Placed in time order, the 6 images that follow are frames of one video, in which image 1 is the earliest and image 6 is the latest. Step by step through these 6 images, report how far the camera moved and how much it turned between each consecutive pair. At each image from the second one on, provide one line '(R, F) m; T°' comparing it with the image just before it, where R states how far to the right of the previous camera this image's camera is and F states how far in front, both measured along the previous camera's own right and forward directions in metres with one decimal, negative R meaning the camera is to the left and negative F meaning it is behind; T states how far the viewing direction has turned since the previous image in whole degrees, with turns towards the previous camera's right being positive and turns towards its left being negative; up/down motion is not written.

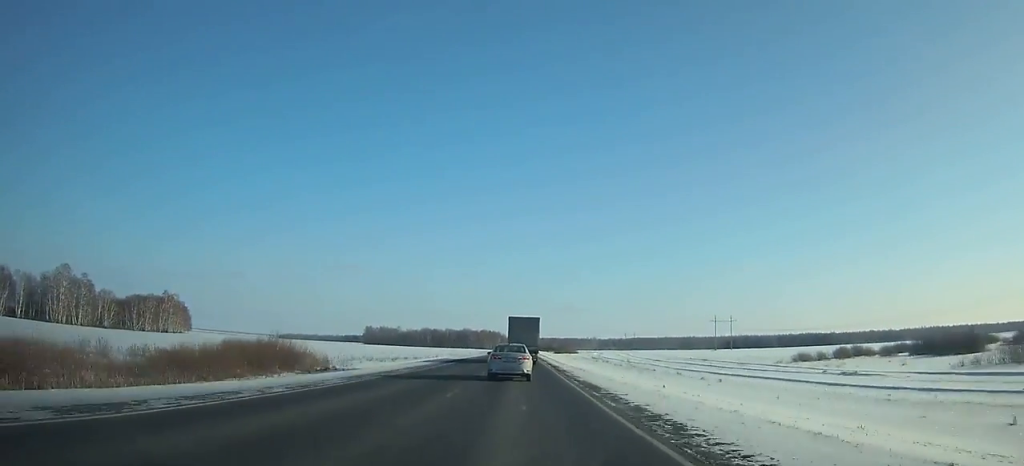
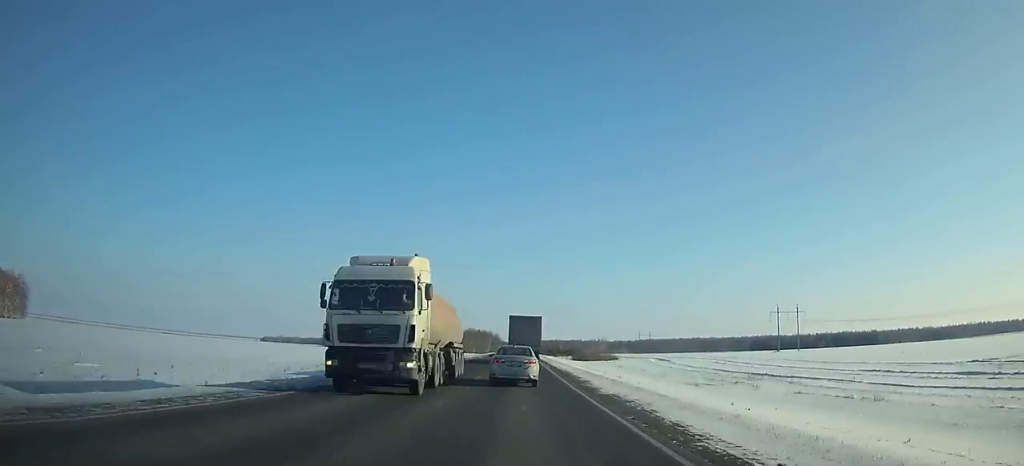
(+0.2, +121.3) m; 0°
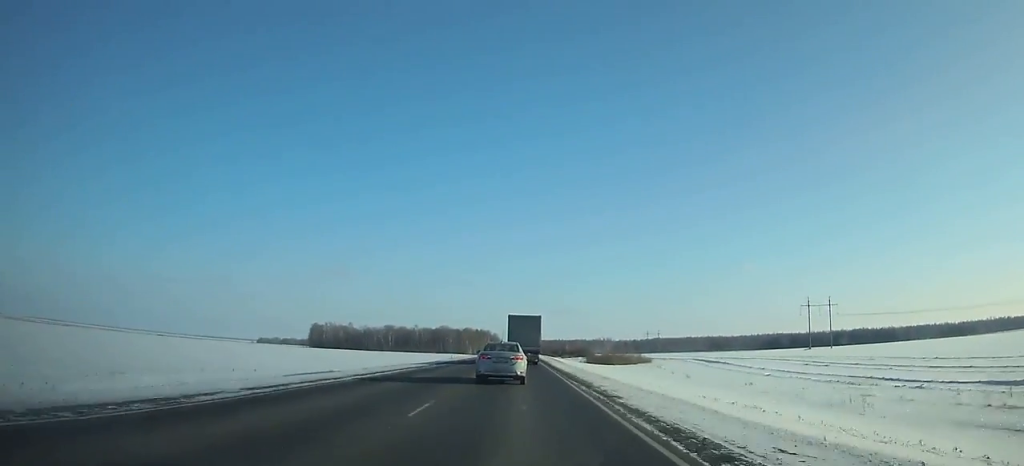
(0.0, +37.1) m; 0°
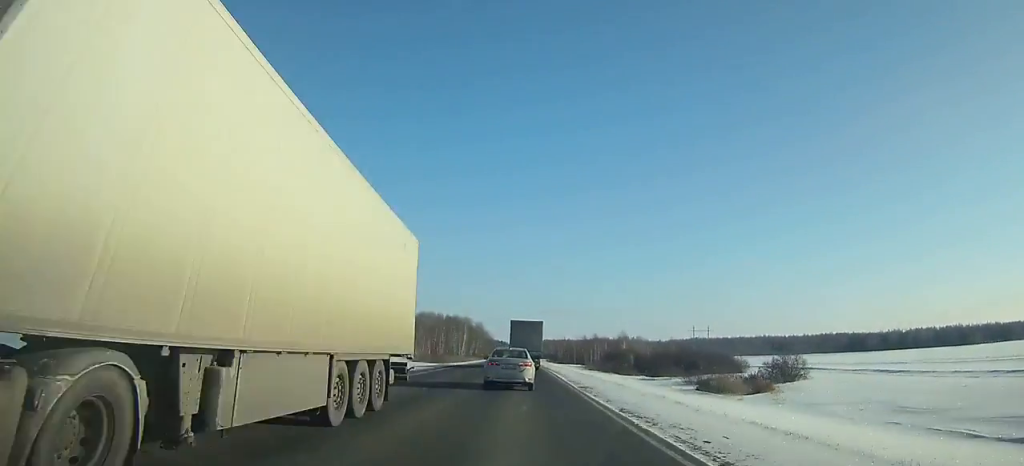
(-0.2, +186.9) m; 0°
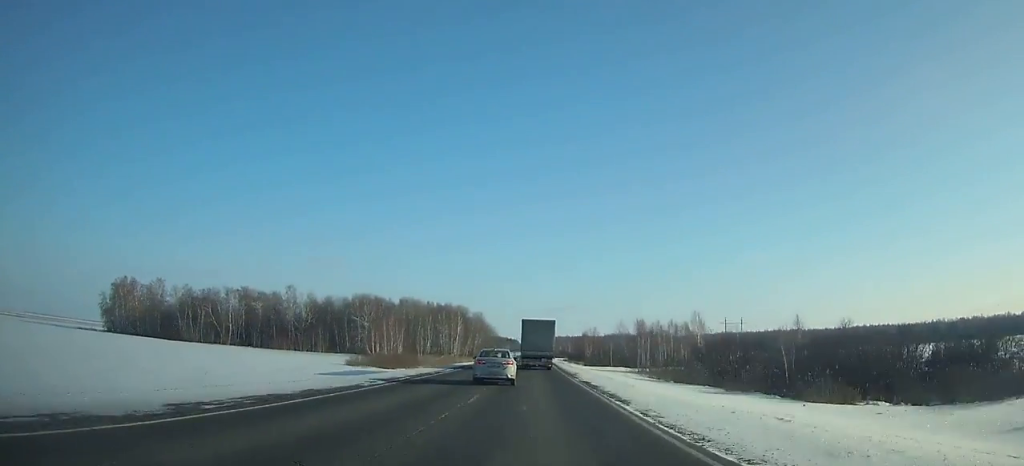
(-0.1, +61.5) m; 0°
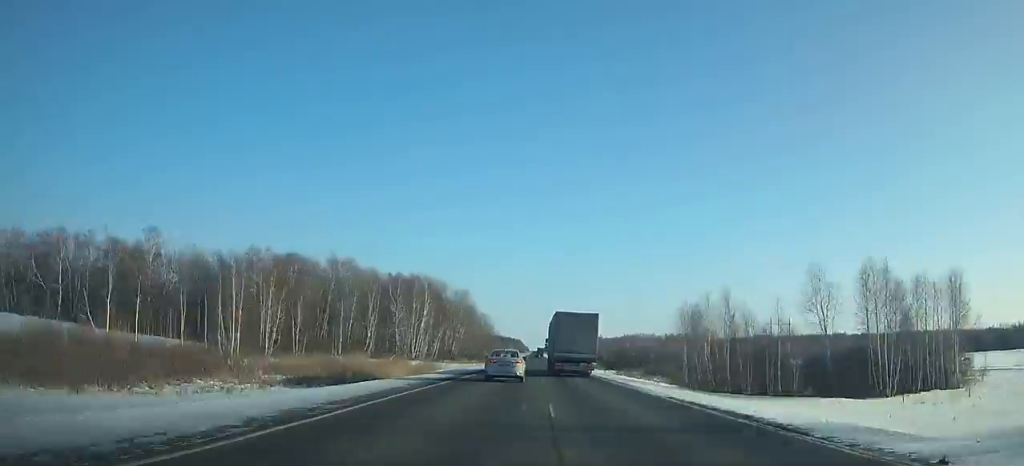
(-0.5, +80.0) m; 0°
